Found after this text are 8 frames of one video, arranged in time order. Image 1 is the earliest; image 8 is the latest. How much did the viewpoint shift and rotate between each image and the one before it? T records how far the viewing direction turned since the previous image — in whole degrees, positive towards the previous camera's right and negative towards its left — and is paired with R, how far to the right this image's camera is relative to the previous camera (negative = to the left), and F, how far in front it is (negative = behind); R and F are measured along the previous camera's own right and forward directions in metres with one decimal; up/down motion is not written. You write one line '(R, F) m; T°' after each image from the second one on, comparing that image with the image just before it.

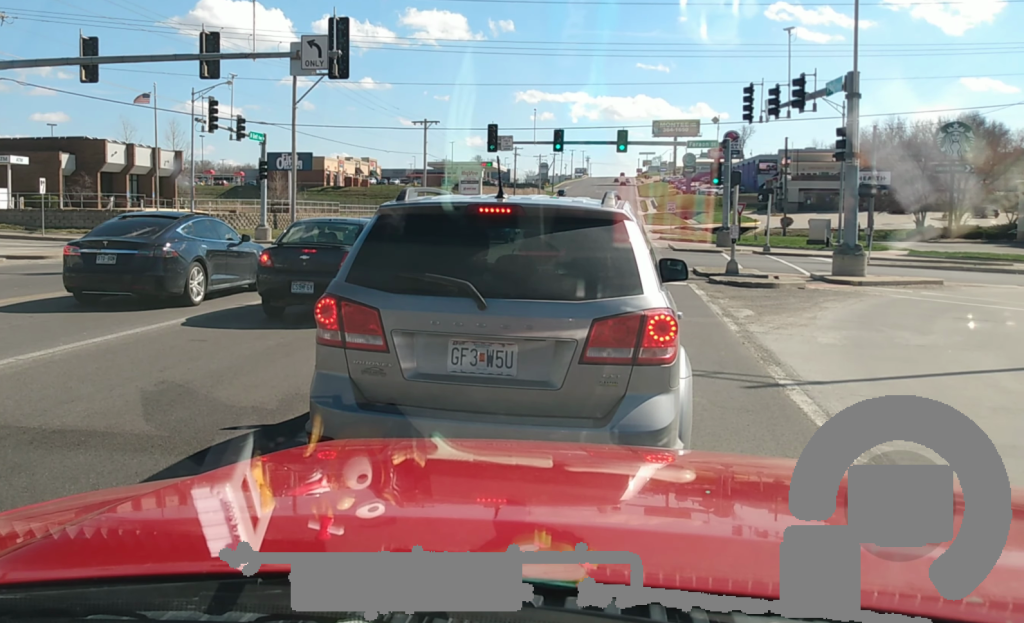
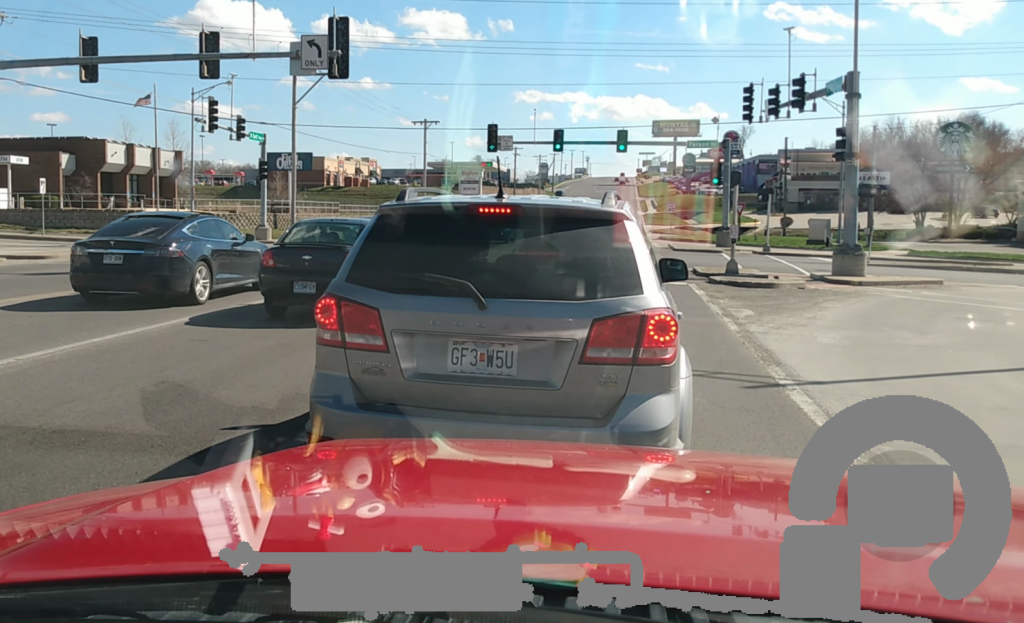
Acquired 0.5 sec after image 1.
(0.0, 0.0) m; 0°
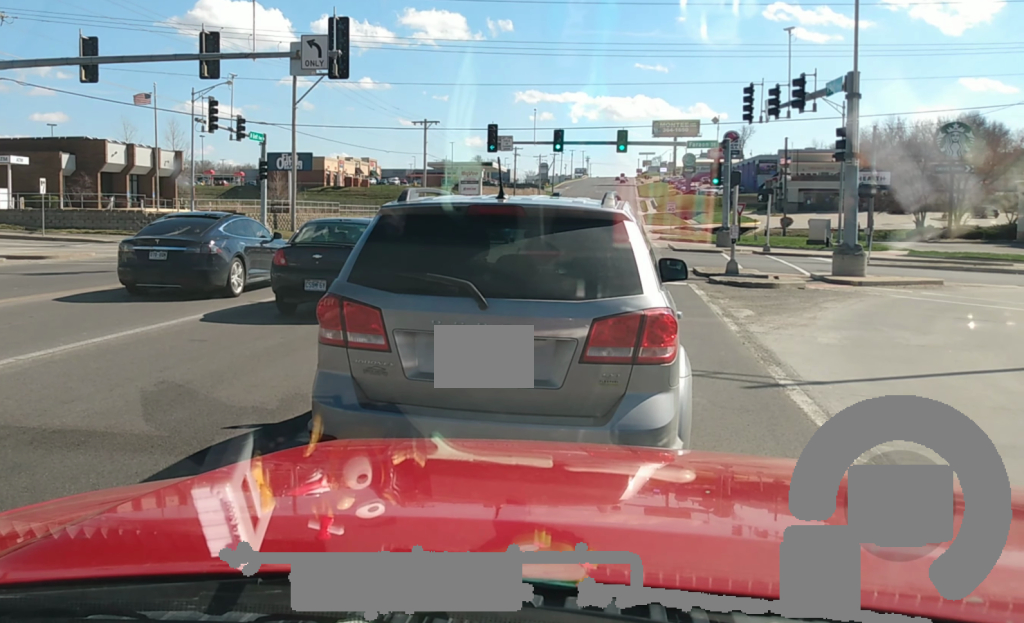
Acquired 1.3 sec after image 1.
(0.0, 0.0) m; 0°
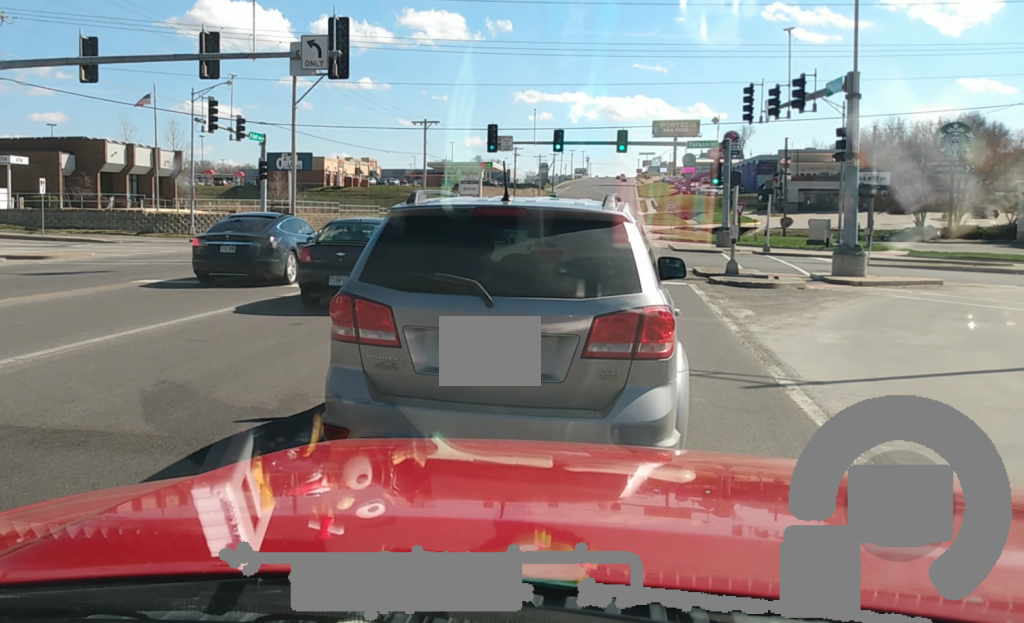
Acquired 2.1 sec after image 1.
(0.0, +0.1) m; 0°
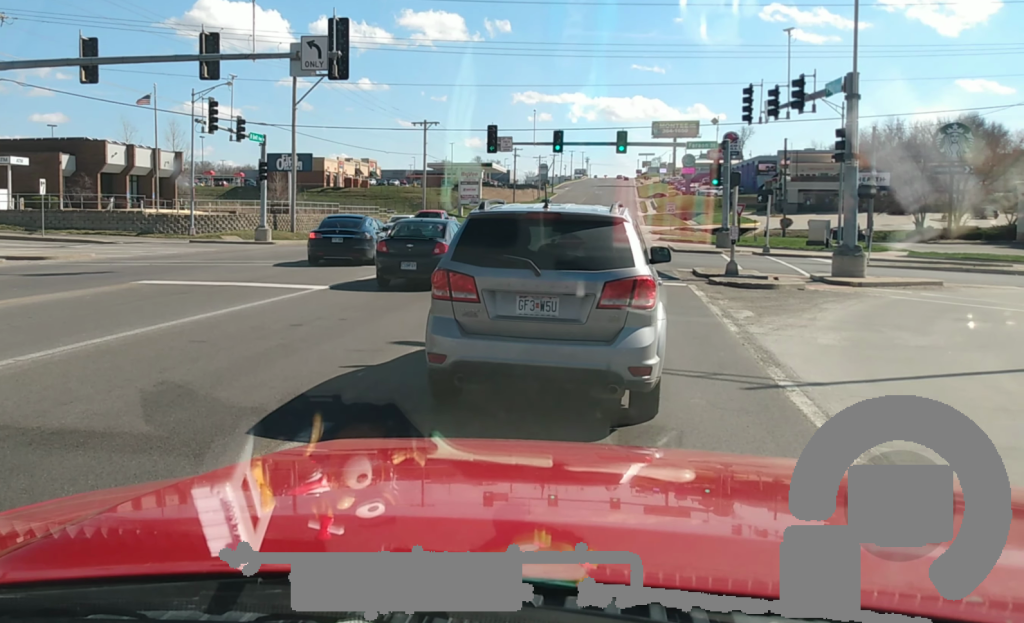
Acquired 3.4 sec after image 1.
(0.0, +0.4) m; 0°
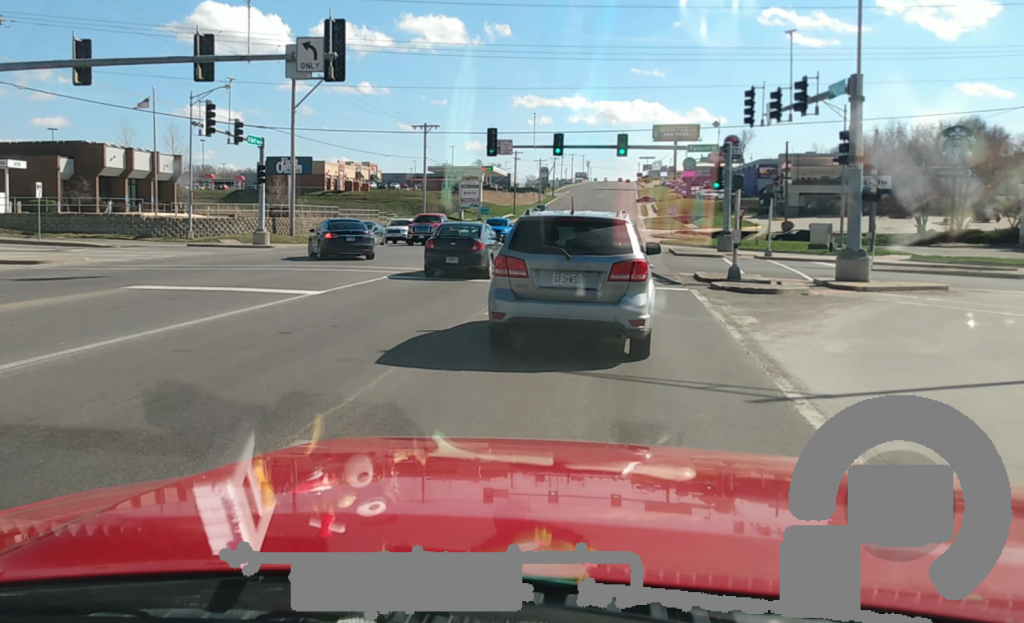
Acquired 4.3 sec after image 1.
(+0.1, +1.1) m; 0°
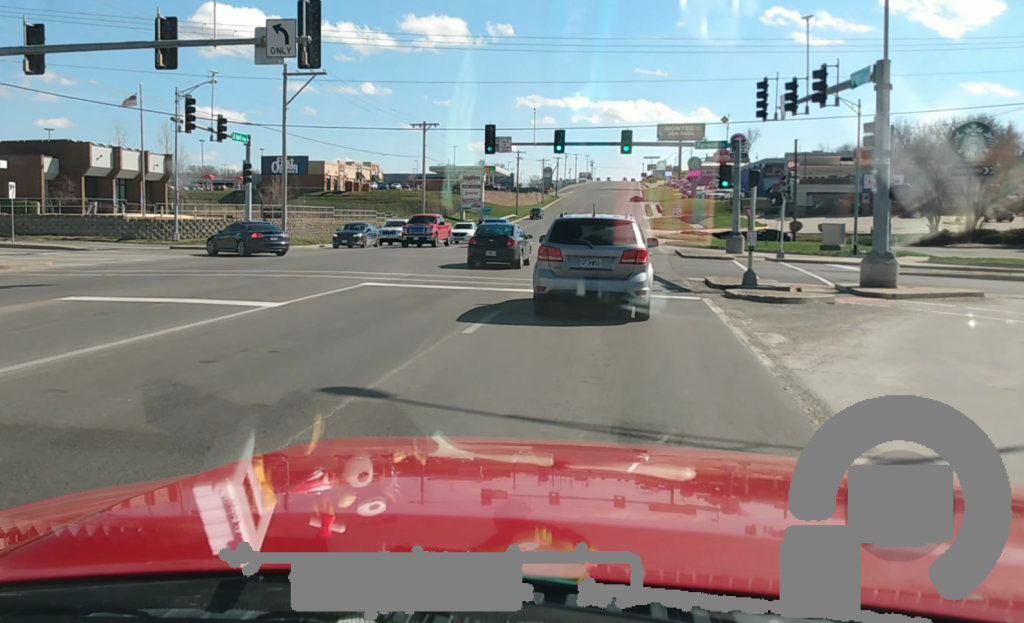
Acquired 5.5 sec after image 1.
(0.0, +2.9) m; -1°
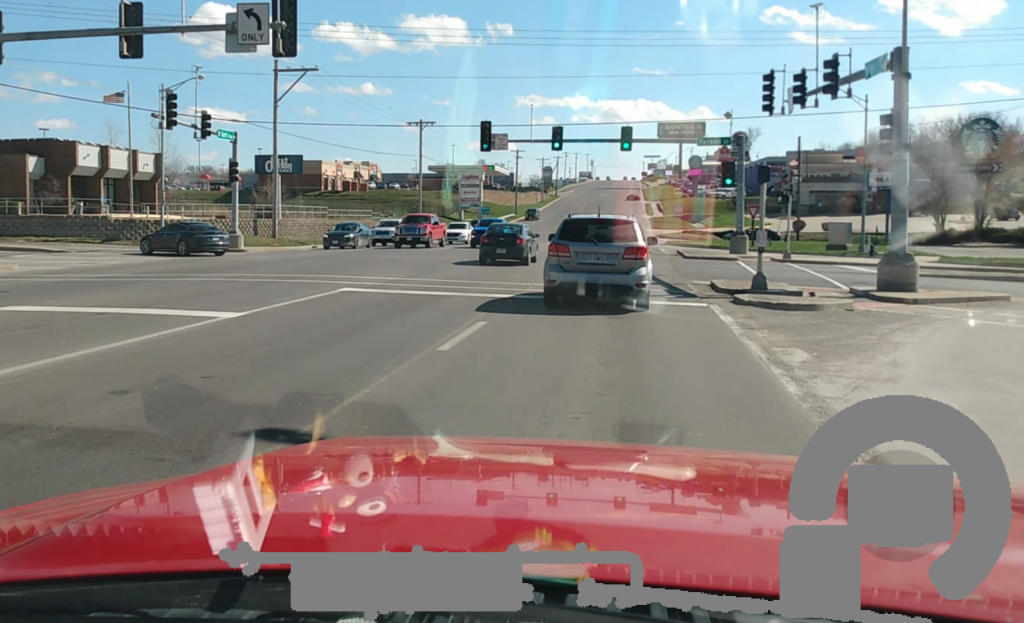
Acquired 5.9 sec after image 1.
(0.0, +1.7) m; 0°
